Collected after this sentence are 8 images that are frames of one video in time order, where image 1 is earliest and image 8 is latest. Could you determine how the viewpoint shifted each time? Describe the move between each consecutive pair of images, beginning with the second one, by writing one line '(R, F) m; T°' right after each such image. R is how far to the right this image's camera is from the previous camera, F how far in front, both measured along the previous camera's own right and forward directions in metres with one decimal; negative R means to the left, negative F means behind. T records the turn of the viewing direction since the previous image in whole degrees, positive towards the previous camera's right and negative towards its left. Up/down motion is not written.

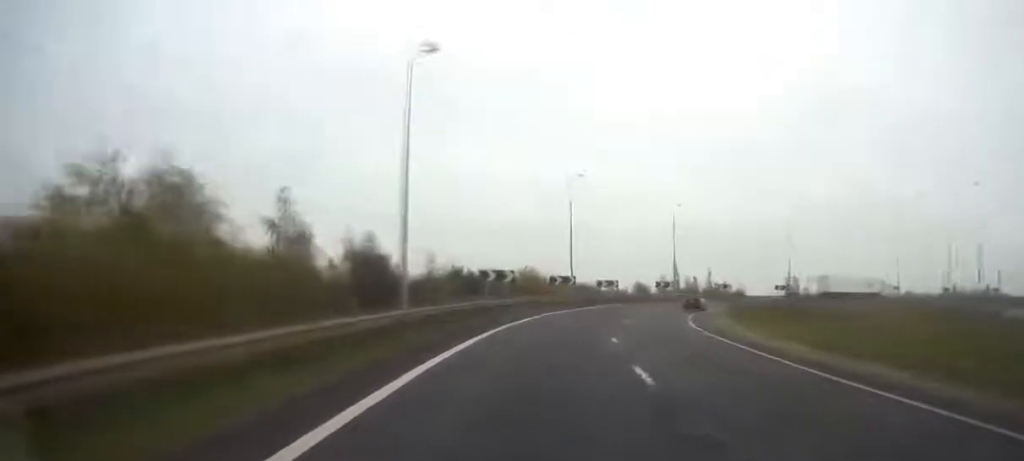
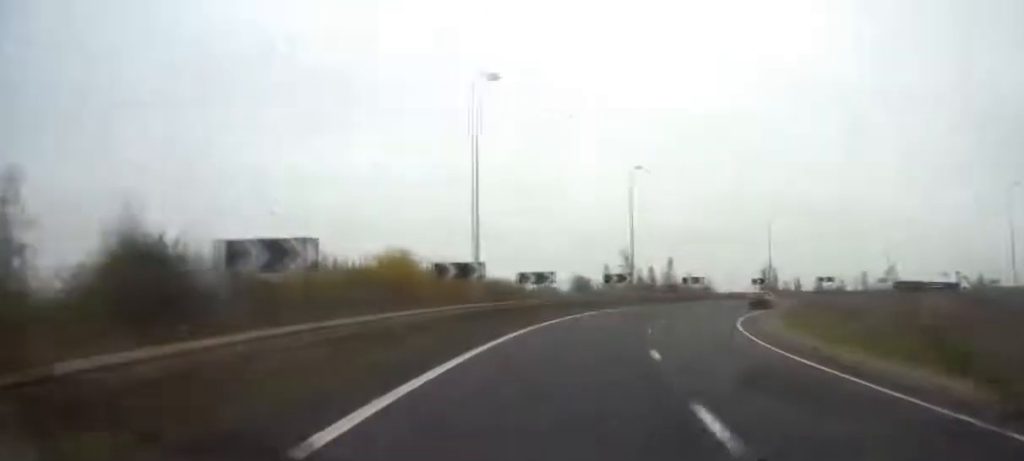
(+2.1, +31.0) m; +10°
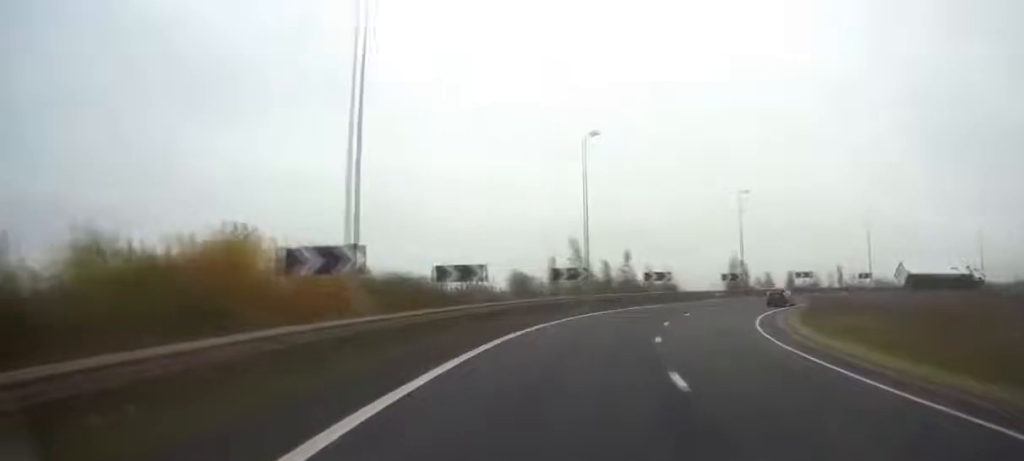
(+0.7, +13.5) m; +6°
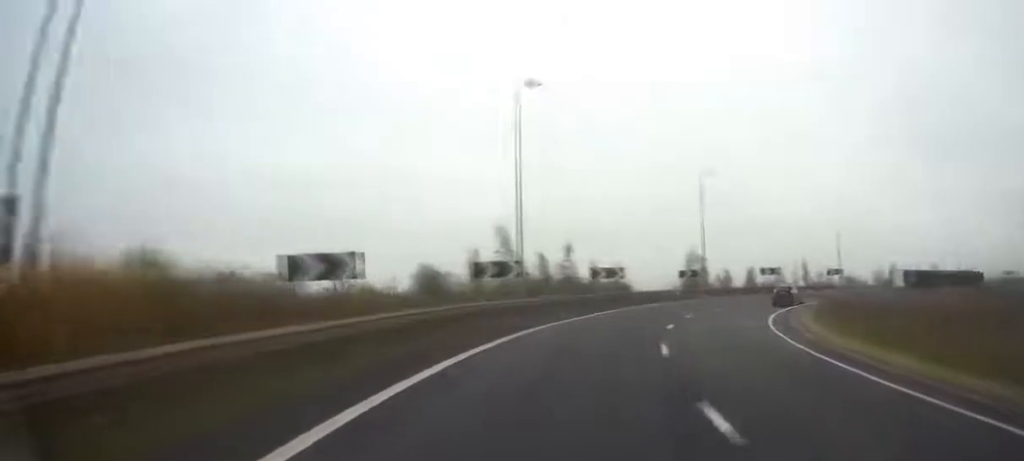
(+0.3, +12.6) m; +5°
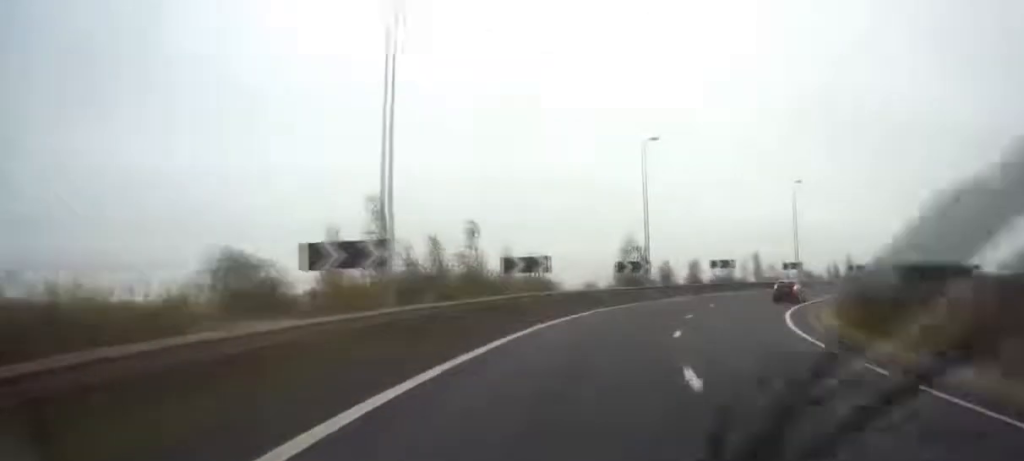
(+1.0, +13.6) m; +7°
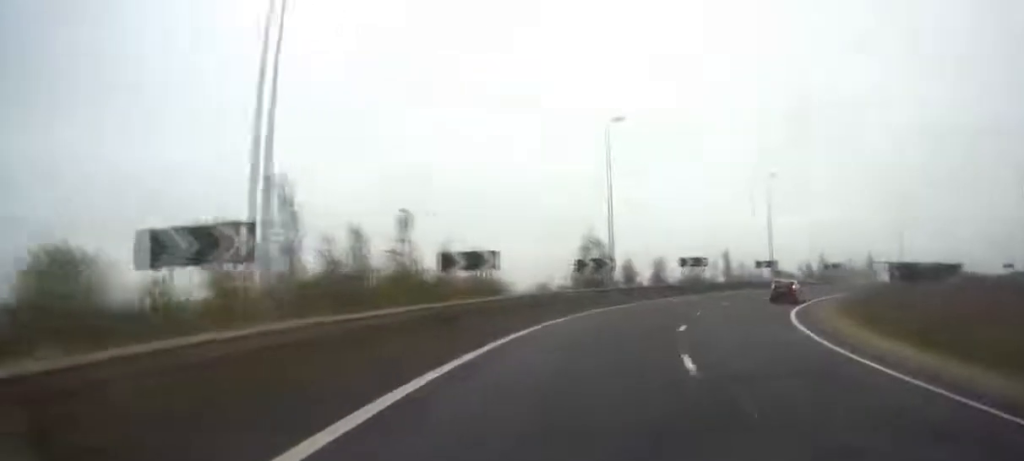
(+0.3, +6.3) m; +3°
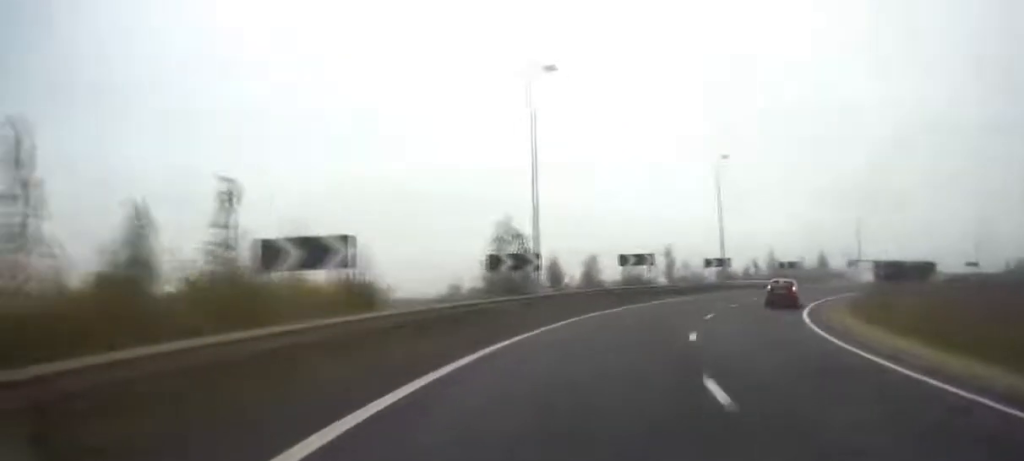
(+0.6, +11.2) m; +6°
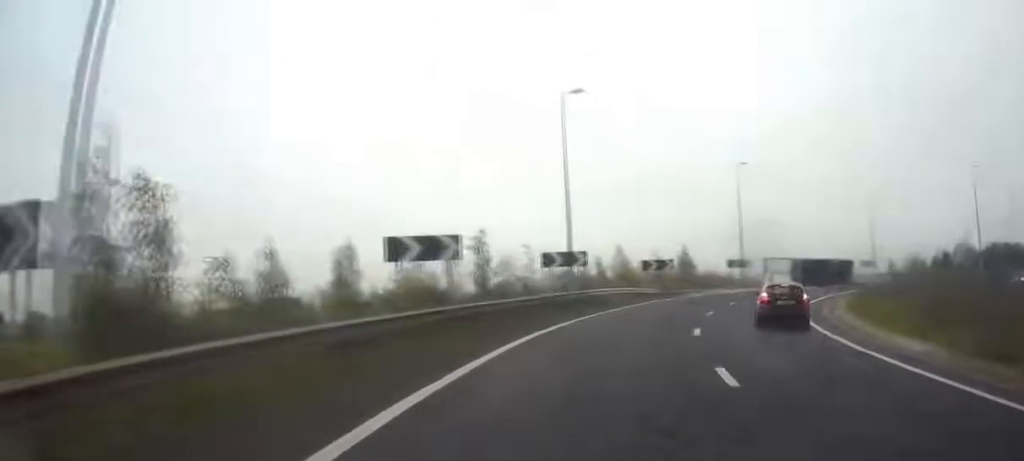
(+3.0, +22.5) m; +13°
